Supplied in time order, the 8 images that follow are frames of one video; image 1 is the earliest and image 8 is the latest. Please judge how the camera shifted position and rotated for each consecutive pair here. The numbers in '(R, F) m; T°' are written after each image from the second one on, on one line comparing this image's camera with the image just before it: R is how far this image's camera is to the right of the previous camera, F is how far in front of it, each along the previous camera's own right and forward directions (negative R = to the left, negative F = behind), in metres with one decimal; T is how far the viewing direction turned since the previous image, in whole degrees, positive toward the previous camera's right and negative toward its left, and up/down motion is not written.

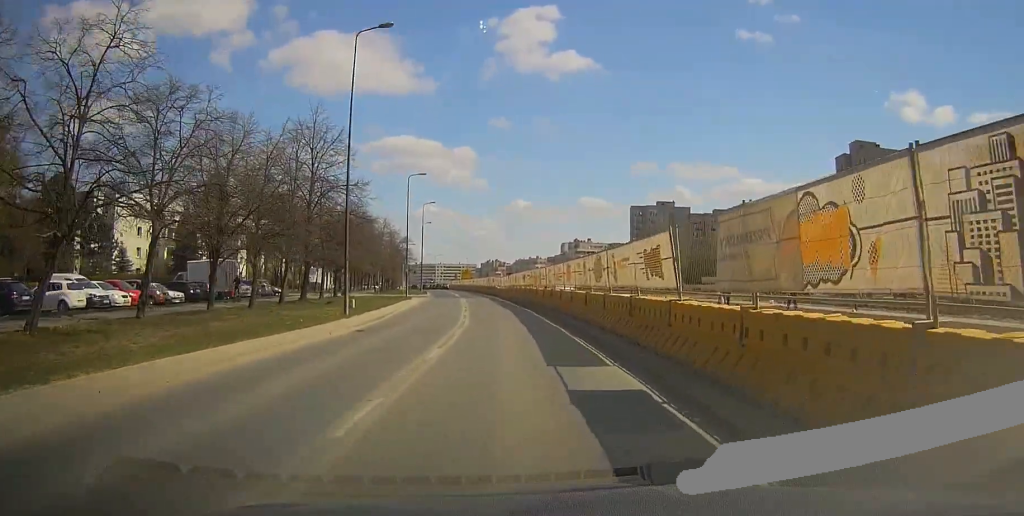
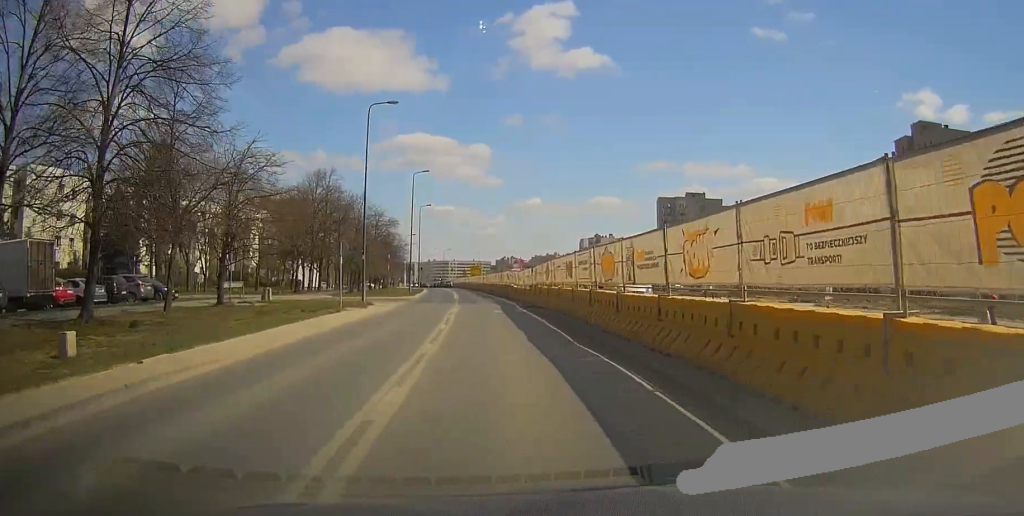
(+0.1, +24.0) m; 0°
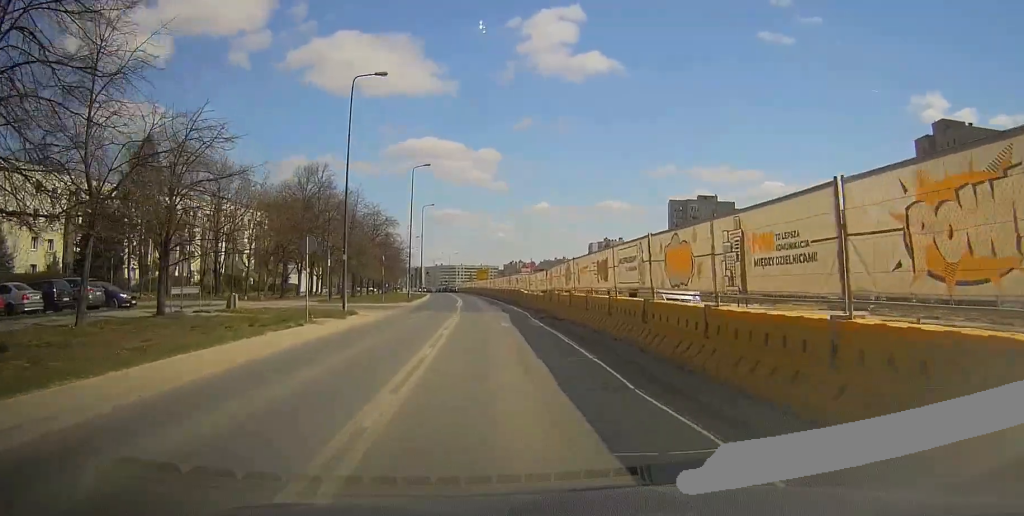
(+0.2, +6.1) m; 0°
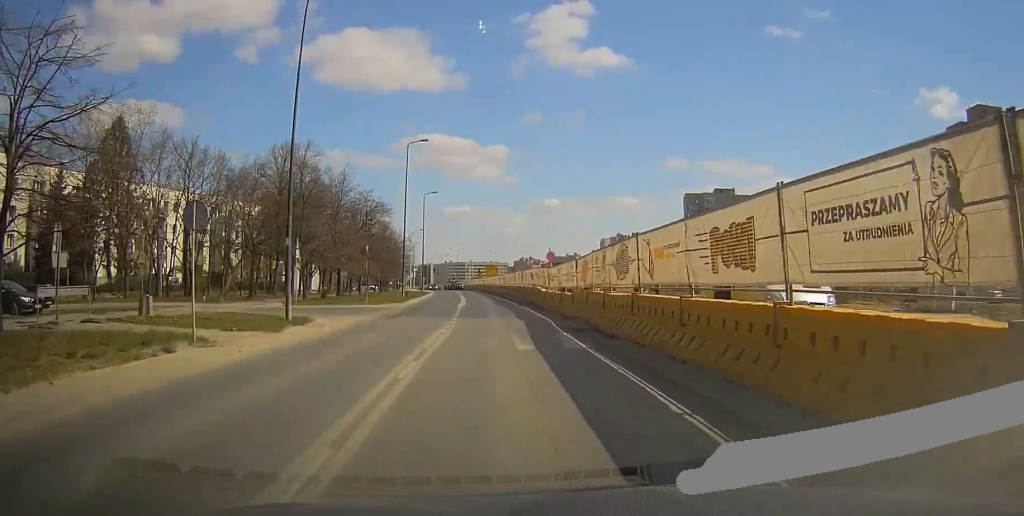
(-0.3, +9.3) m; -2°
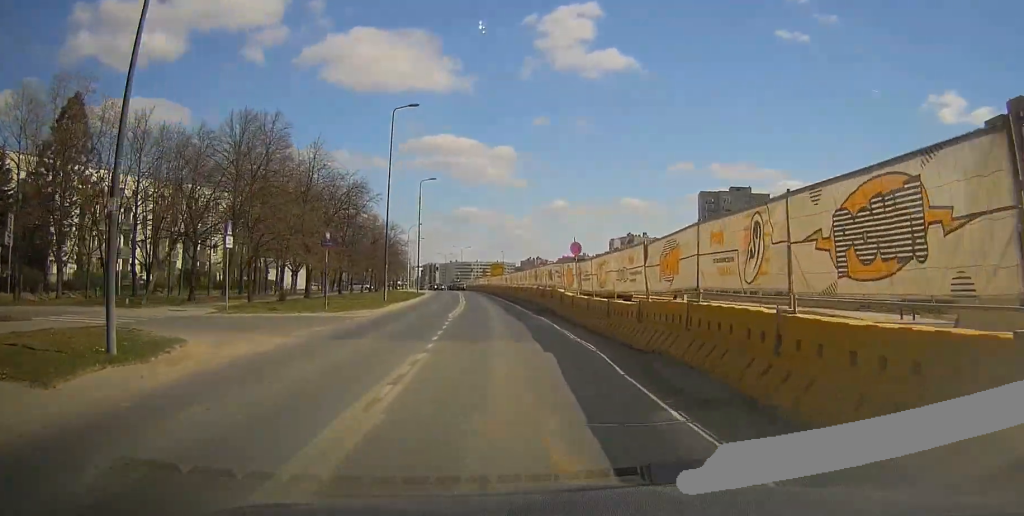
(-0.2, +10.6) m; -1°
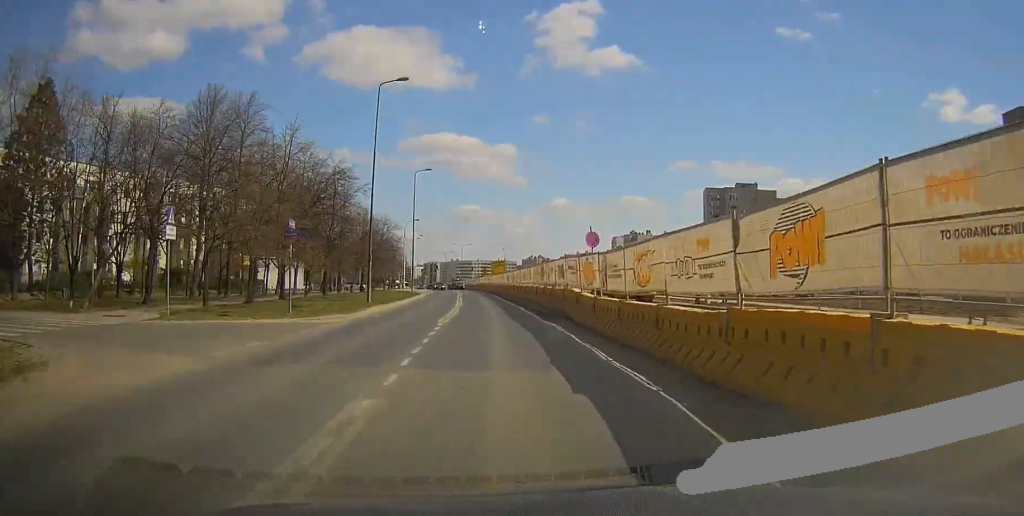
(0.0, +5.3) m; 0°
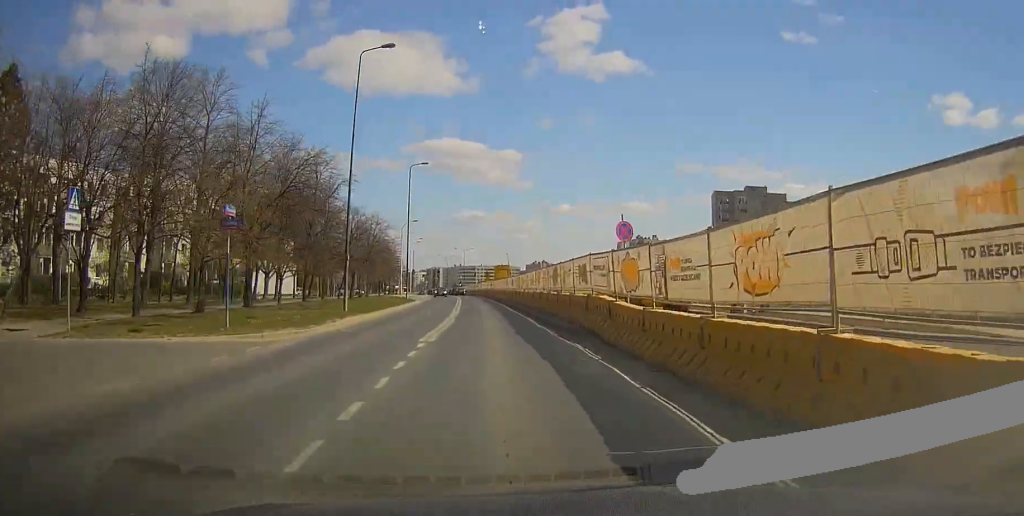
(+0.1, +6.0) m; 0°
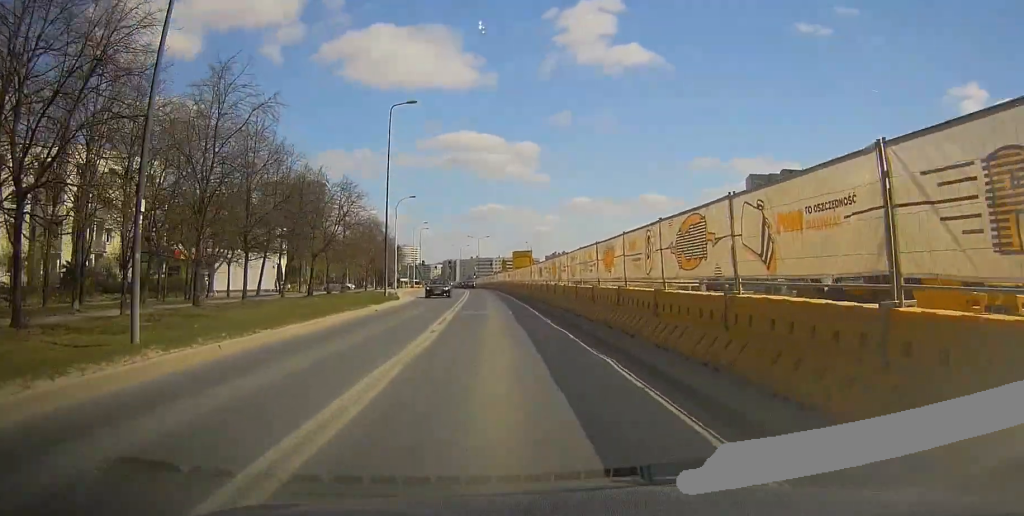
(-0.2, +18.1) m; 0°
